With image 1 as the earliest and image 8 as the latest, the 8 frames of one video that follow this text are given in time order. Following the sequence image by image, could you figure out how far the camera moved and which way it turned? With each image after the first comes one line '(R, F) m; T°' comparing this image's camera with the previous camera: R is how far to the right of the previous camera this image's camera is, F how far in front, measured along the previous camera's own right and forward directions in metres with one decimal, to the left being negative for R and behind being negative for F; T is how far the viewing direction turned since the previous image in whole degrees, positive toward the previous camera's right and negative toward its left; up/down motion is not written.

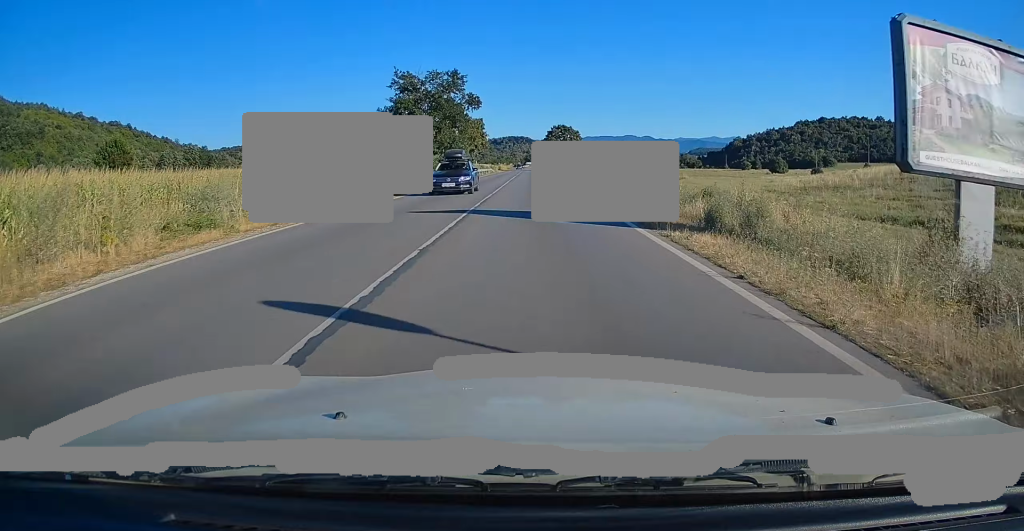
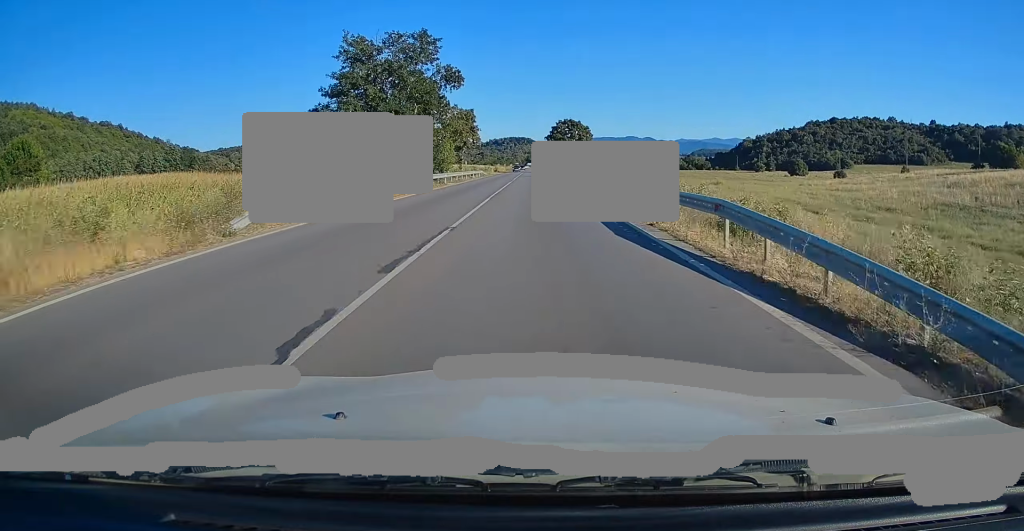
(-0.2, +23.2) m; 0°
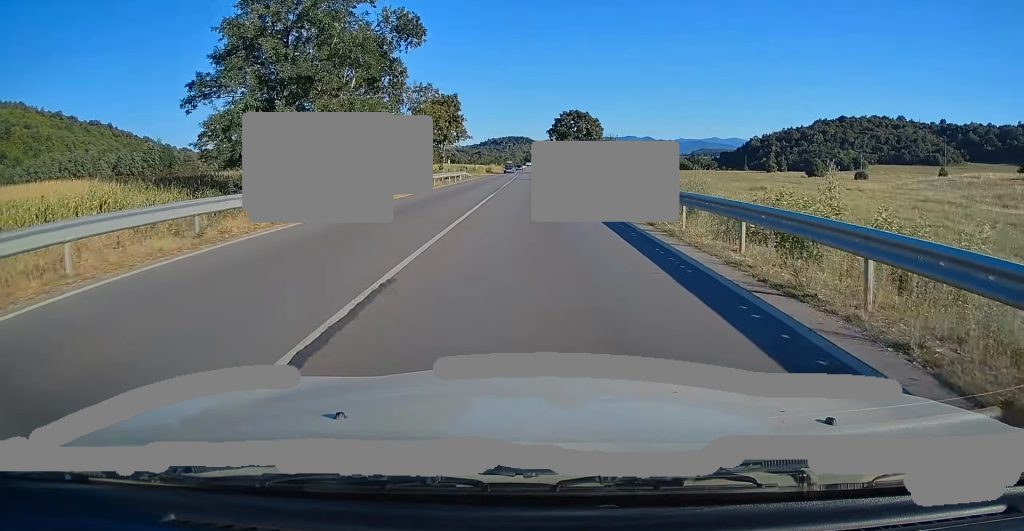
(+0.3, +20.9) m; 0°
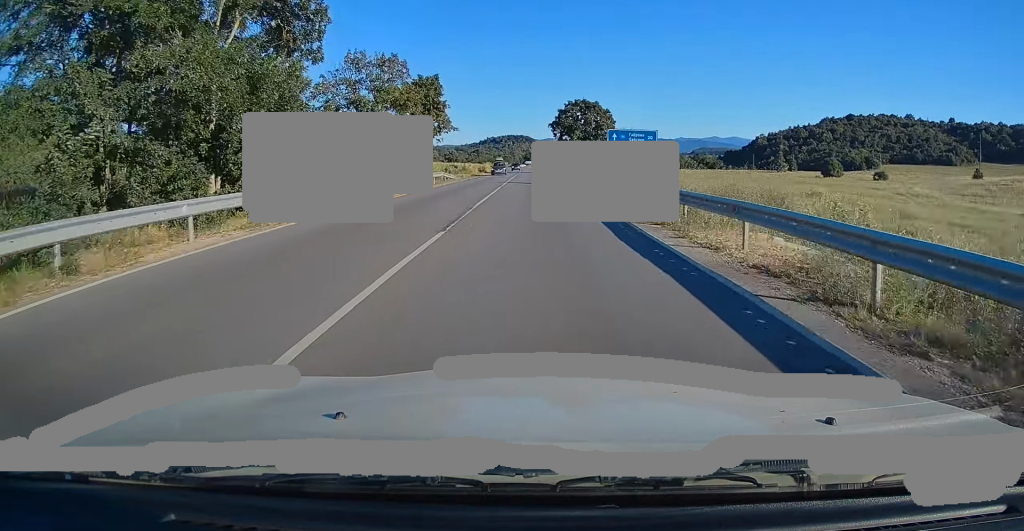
(-0.1, +16.2) m; 0°
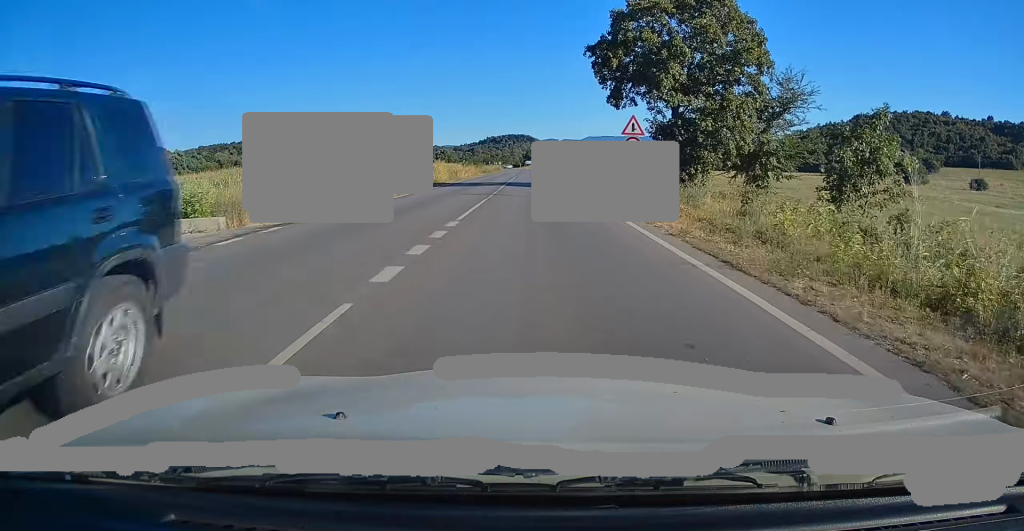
(+0.3, +62.5) m; 0°
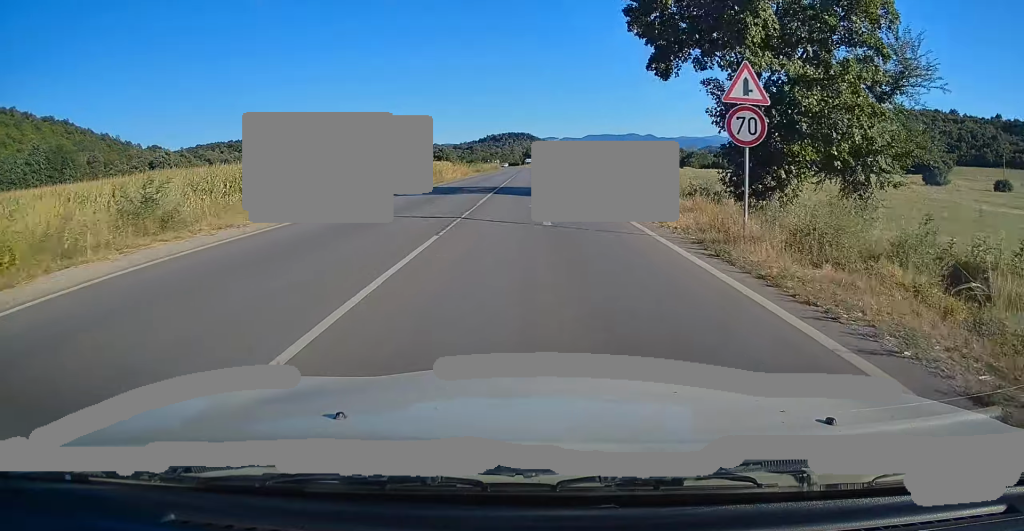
(-0.1, +12.3) m; 0°
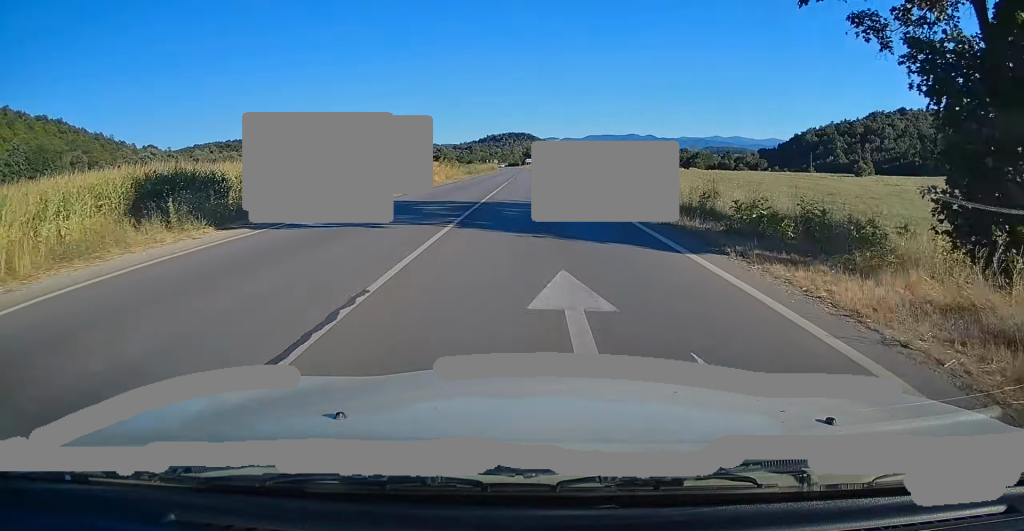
(0.0, +12.9) m; 0°
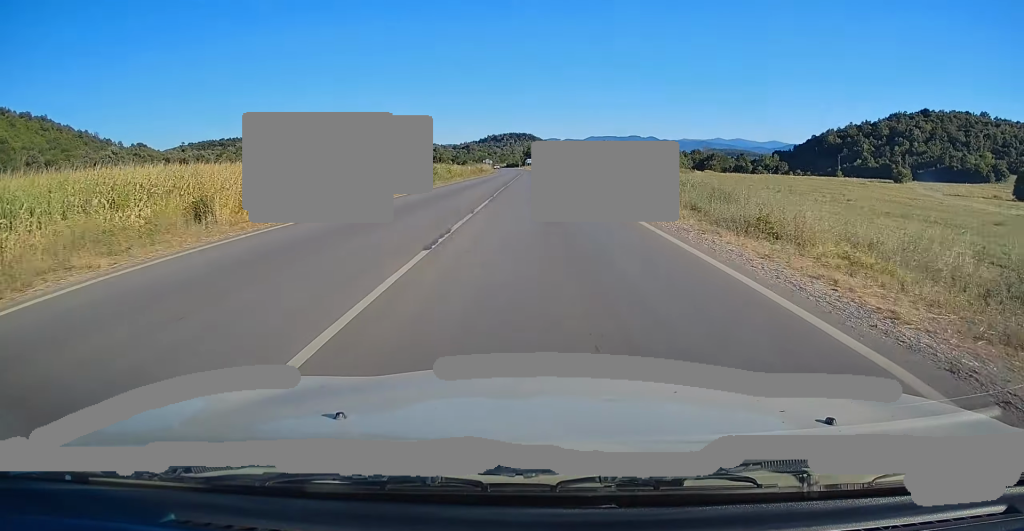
(-0.1, +31.4) m; 0°
